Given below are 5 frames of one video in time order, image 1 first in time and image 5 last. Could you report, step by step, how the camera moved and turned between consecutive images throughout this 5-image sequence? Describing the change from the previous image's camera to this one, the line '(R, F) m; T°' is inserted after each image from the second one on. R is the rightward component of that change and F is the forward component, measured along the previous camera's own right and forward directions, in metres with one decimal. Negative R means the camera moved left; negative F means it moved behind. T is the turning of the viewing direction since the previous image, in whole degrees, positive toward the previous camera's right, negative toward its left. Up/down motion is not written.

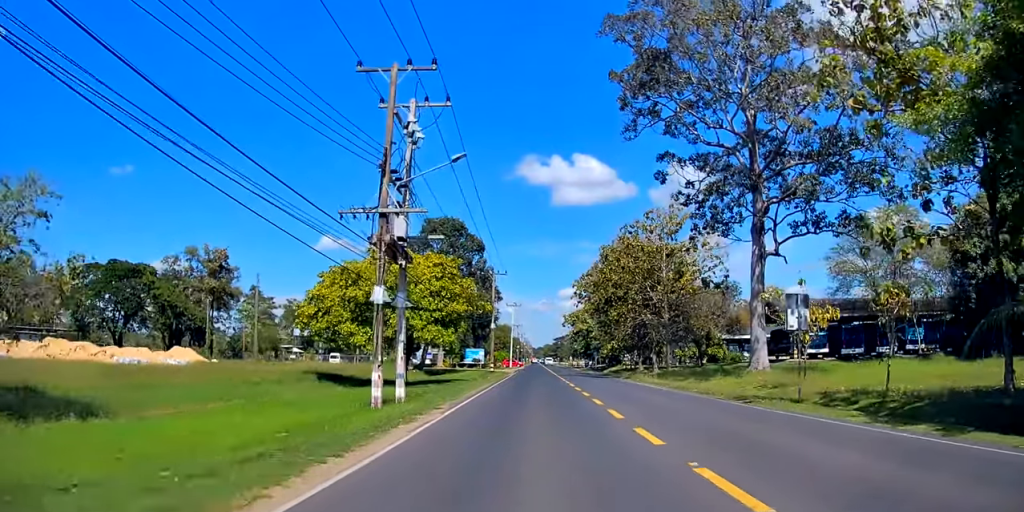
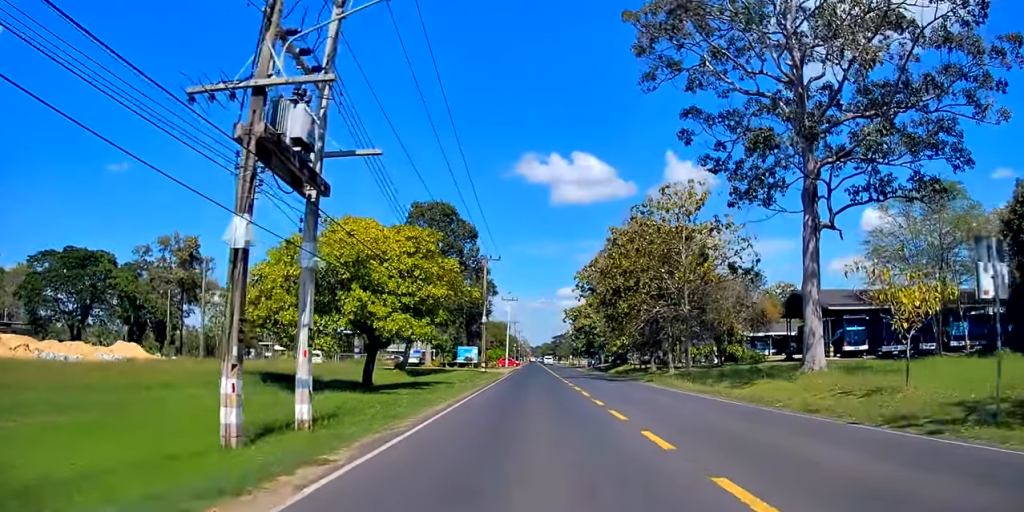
(-0.2, +8.2) m; -1°
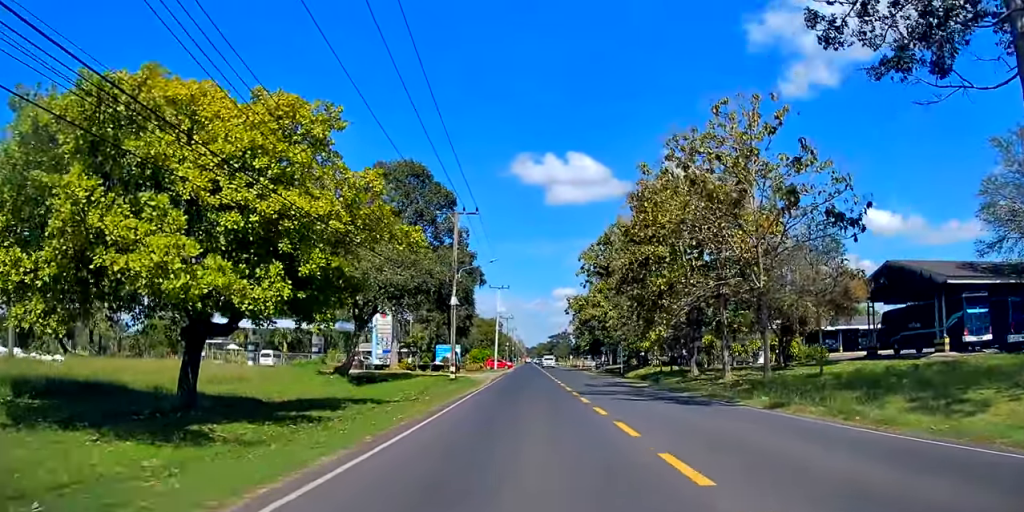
(-0.2, +18.0) m; 0°
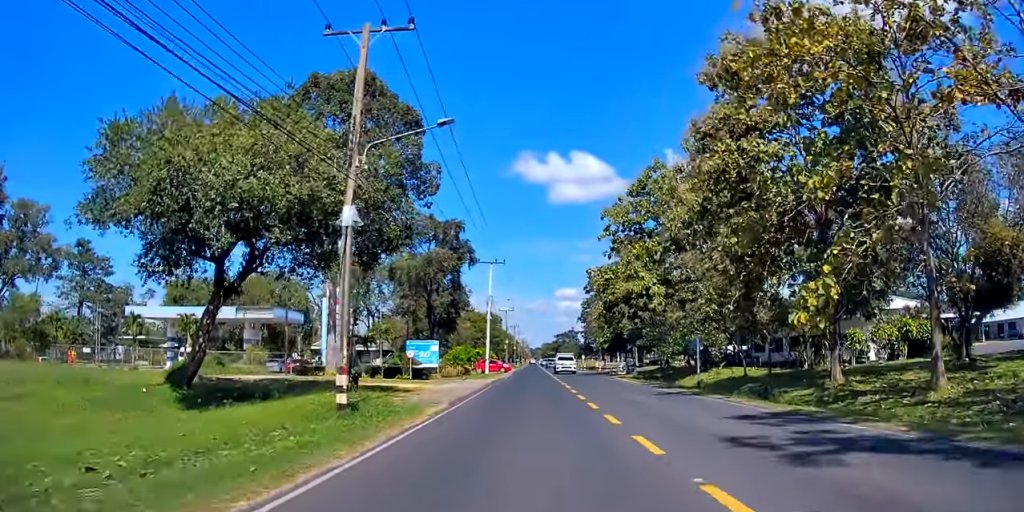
(+0.2, +22.0) m; 0°
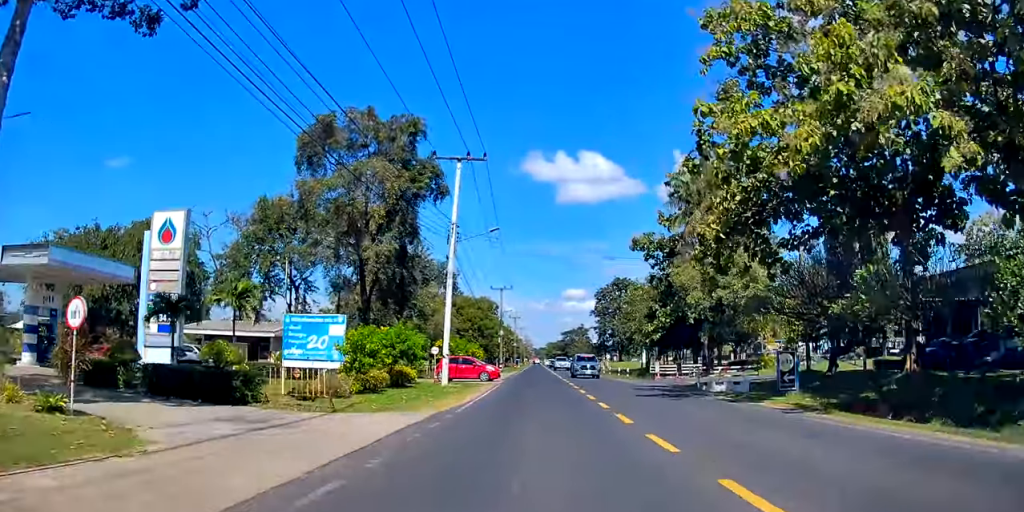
(+0.7, +32.4) m; +2°
